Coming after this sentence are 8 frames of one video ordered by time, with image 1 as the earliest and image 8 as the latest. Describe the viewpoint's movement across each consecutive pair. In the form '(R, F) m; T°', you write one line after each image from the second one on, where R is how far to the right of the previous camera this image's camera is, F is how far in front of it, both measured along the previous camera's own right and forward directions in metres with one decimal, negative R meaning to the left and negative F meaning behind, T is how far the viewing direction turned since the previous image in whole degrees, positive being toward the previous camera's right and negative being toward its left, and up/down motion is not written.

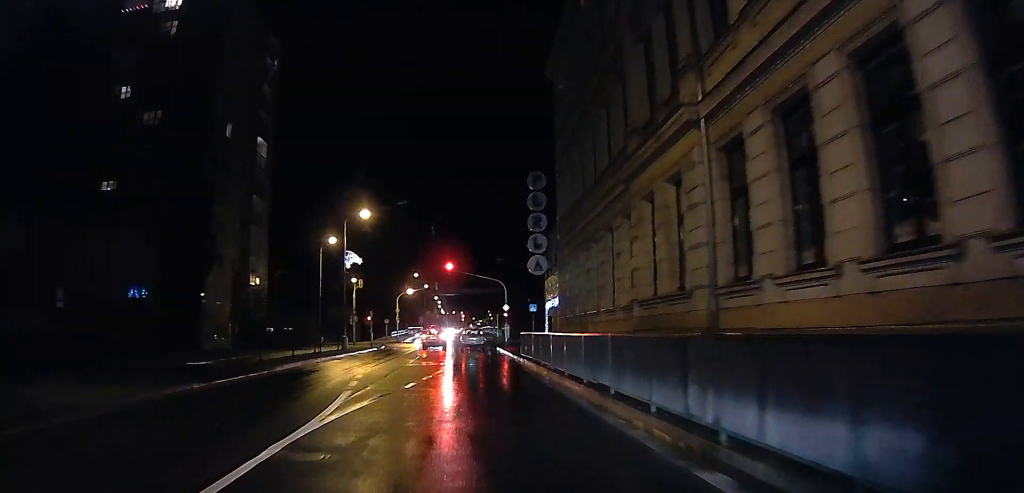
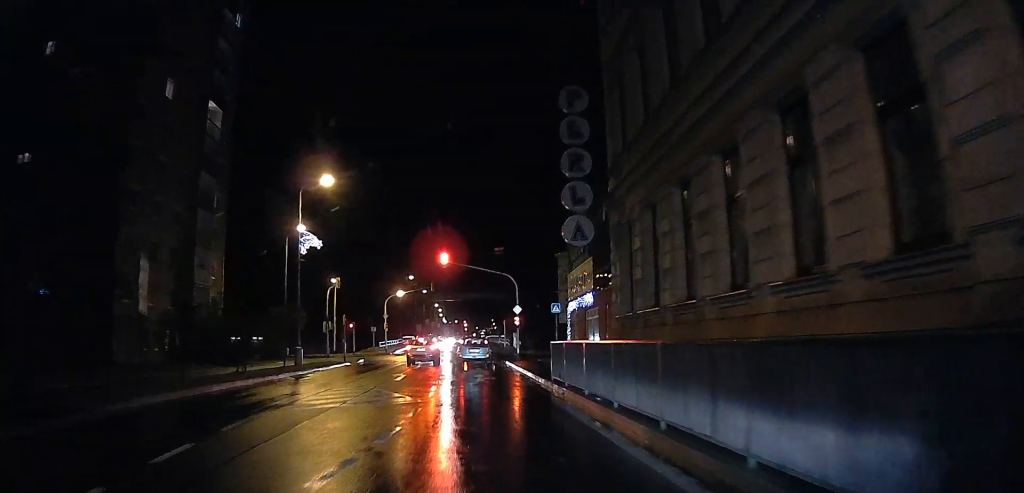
(-0.1, +14.7) m; 0°
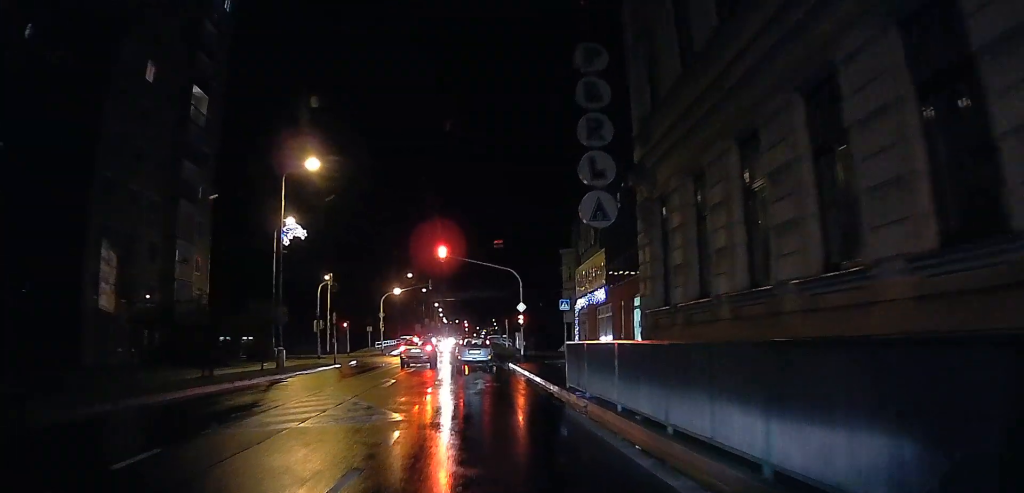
(0.0, +3.9) m; 0°
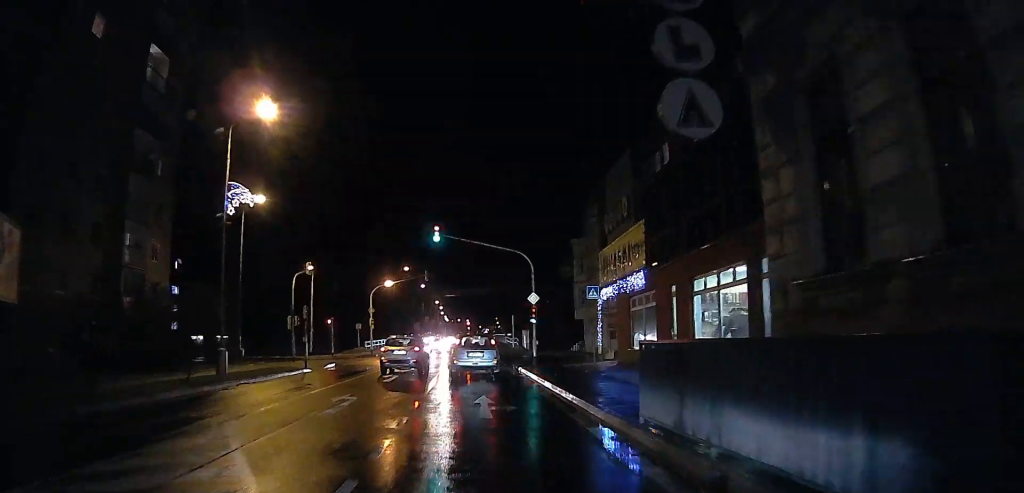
(0.0, +9.1) m; 0°
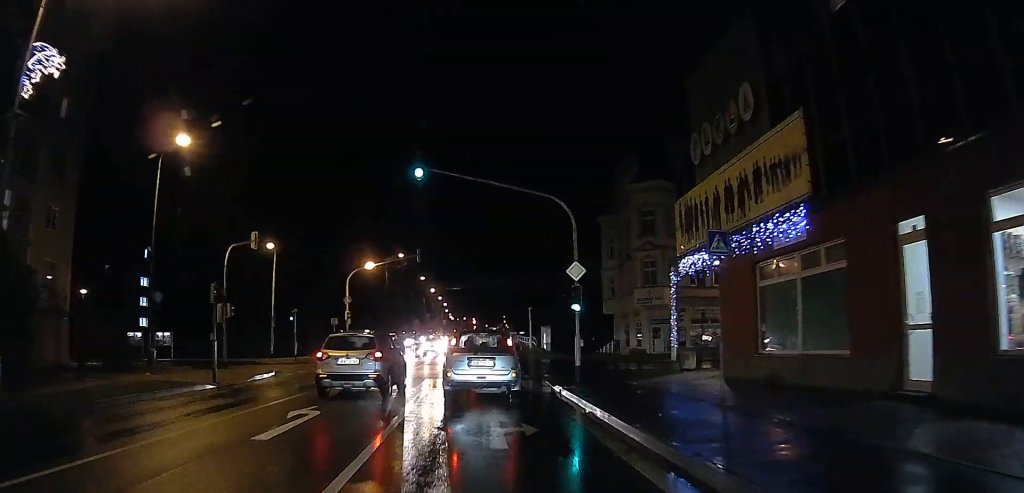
(0.0, +16.4) m; 0°
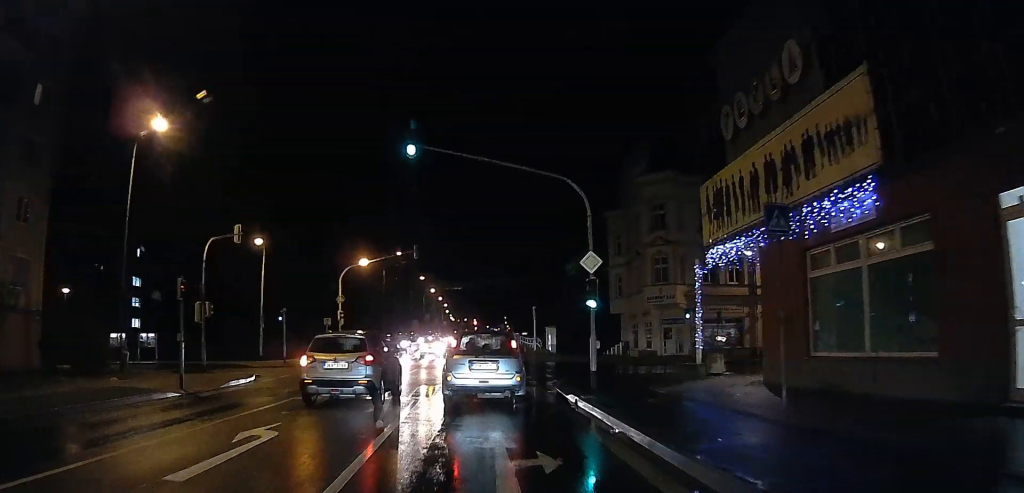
(0.0, +3.1) m; 0°
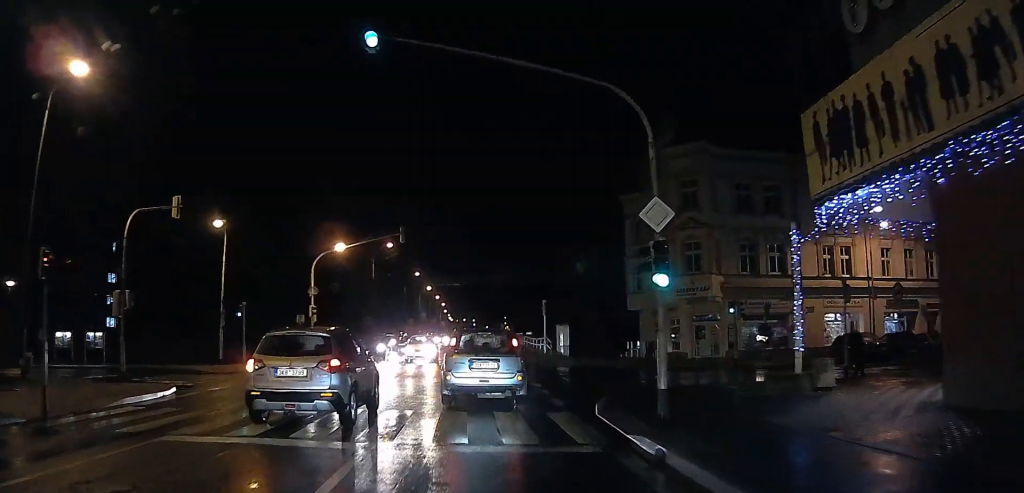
(0.0, +9.1) m; 0°
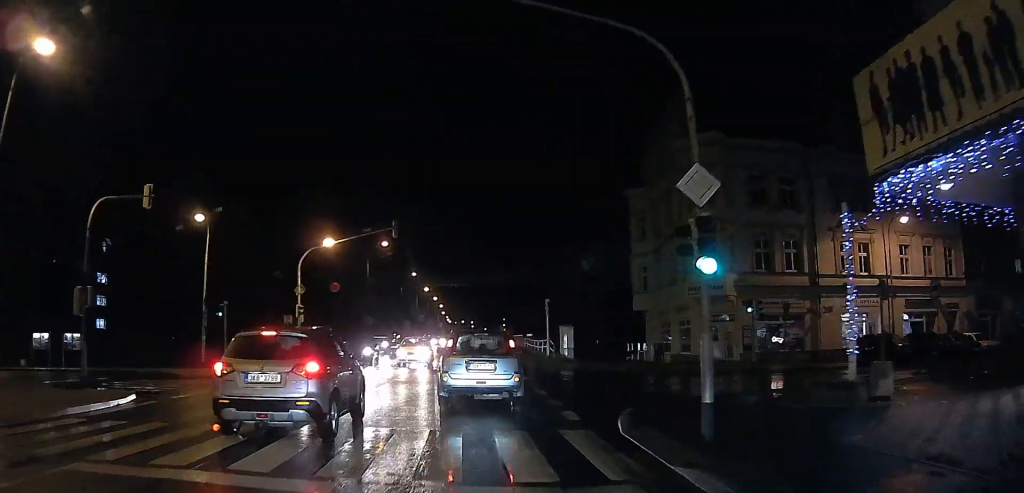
(0.0, +3.2) m; 0°
